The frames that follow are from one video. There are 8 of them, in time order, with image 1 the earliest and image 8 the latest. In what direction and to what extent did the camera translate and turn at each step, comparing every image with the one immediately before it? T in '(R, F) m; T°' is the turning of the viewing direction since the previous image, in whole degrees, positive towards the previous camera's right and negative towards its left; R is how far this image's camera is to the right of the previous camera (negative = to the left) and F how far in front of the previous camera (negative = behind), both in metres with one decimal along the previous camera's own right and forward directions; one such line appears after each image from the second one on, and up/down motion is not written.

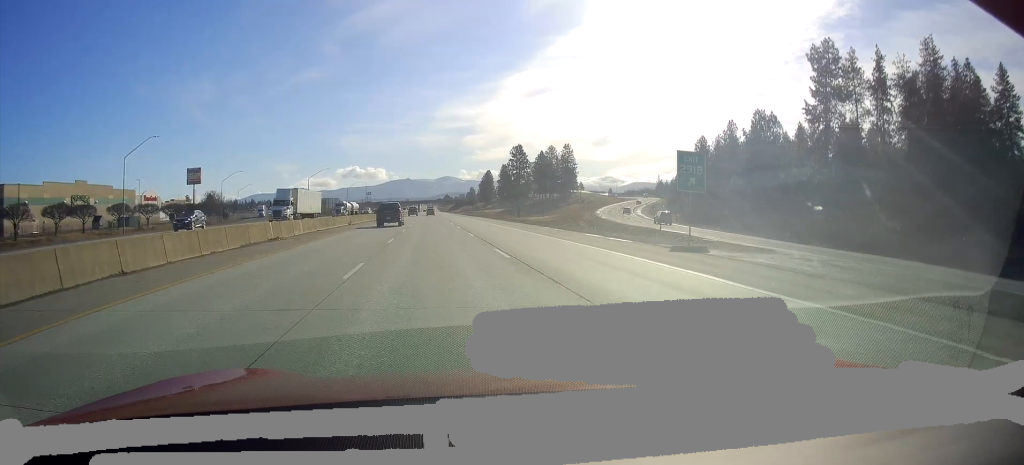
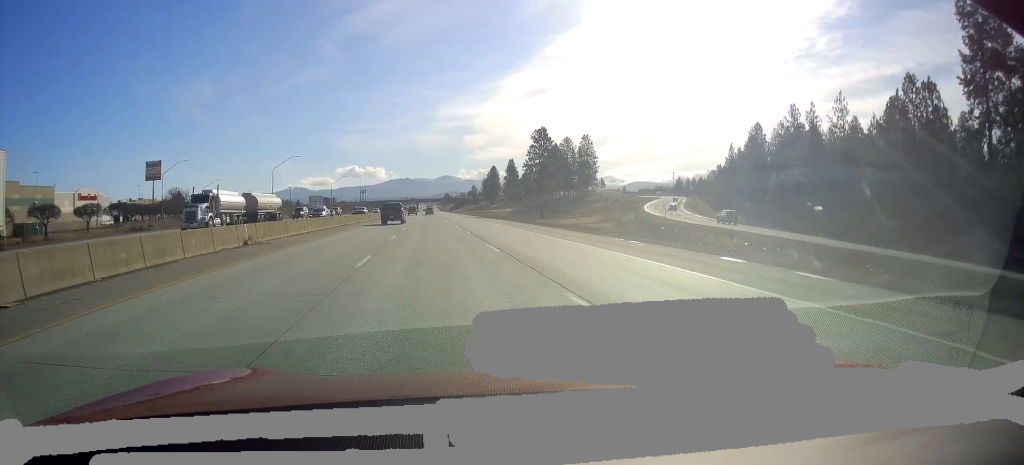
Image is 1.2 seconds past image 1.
(0.0, +33.9) m; +1°
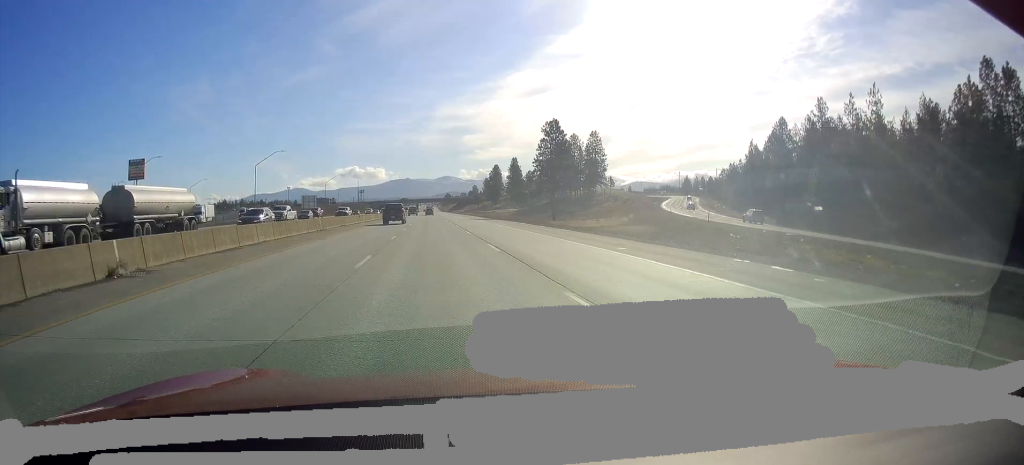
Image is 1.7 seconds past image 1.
(+0.3, +12.9) m; 0°
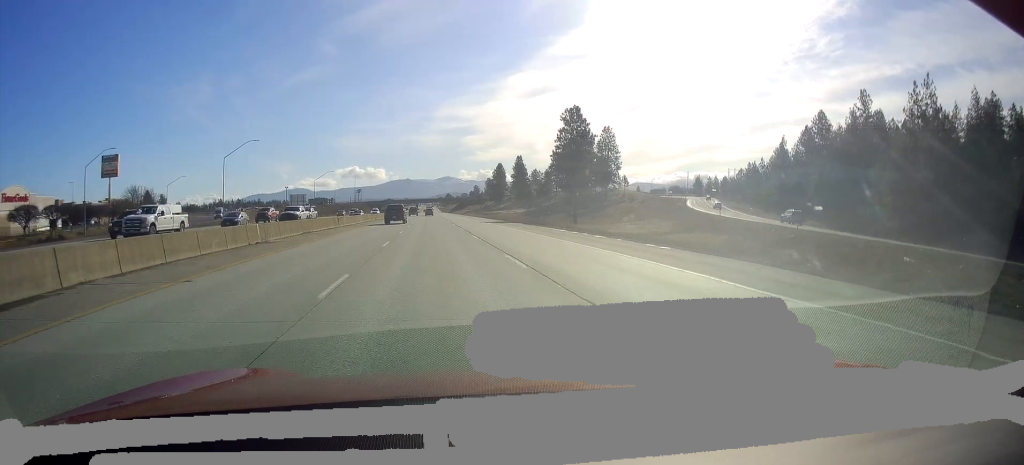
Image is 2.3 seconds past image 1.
(+0.2, +16.3) m; -1°
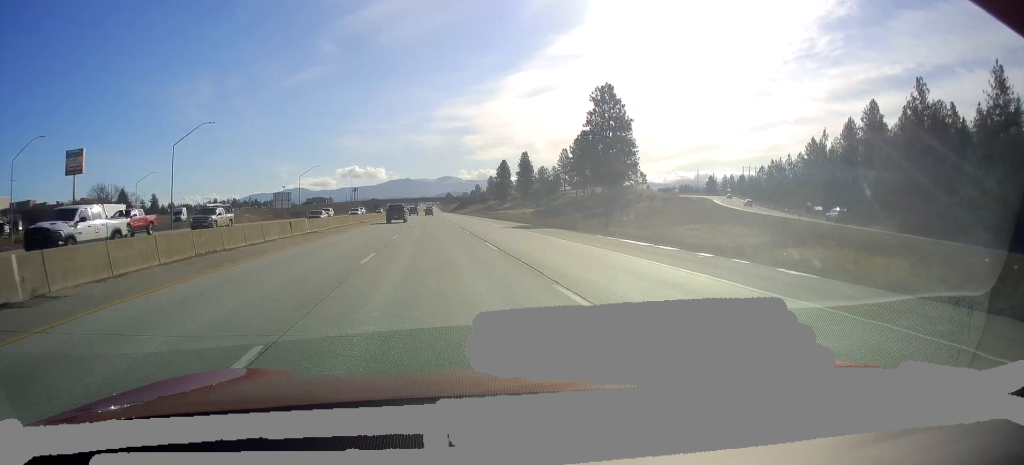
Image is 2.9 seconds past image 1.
(-0.6, +18.5) m; -1°
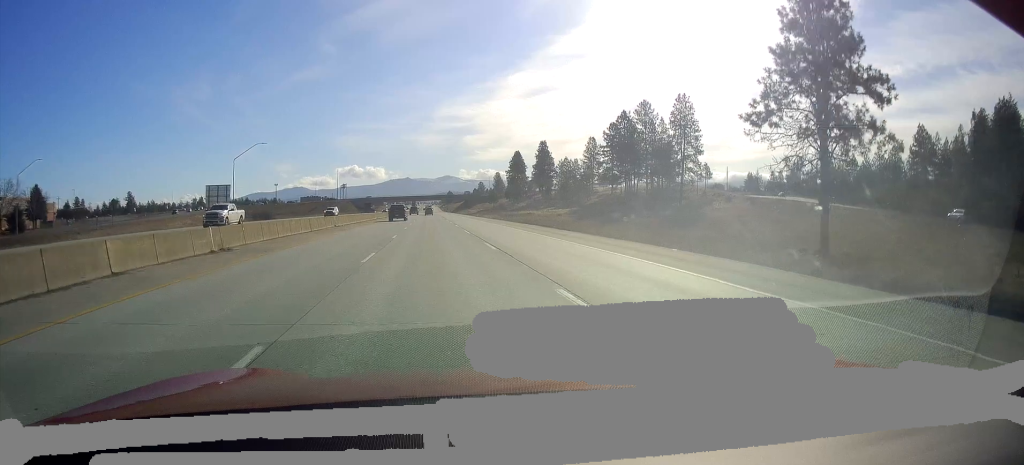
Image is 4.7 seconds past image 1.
(+0.4, +49.0) m; 0°
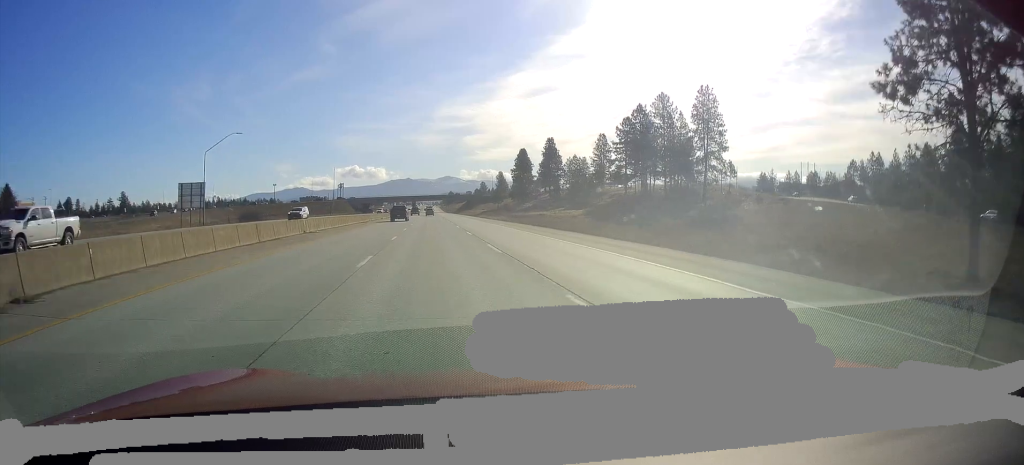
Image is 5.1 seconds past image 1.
(+0.1, +13.0) m; 0°
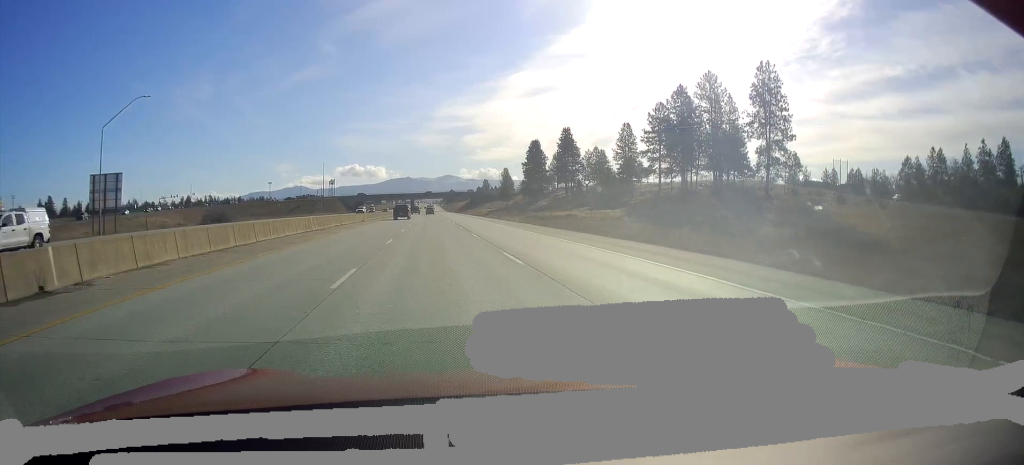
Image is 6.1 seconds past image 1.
(-0.2, +28.4) m; 0°
